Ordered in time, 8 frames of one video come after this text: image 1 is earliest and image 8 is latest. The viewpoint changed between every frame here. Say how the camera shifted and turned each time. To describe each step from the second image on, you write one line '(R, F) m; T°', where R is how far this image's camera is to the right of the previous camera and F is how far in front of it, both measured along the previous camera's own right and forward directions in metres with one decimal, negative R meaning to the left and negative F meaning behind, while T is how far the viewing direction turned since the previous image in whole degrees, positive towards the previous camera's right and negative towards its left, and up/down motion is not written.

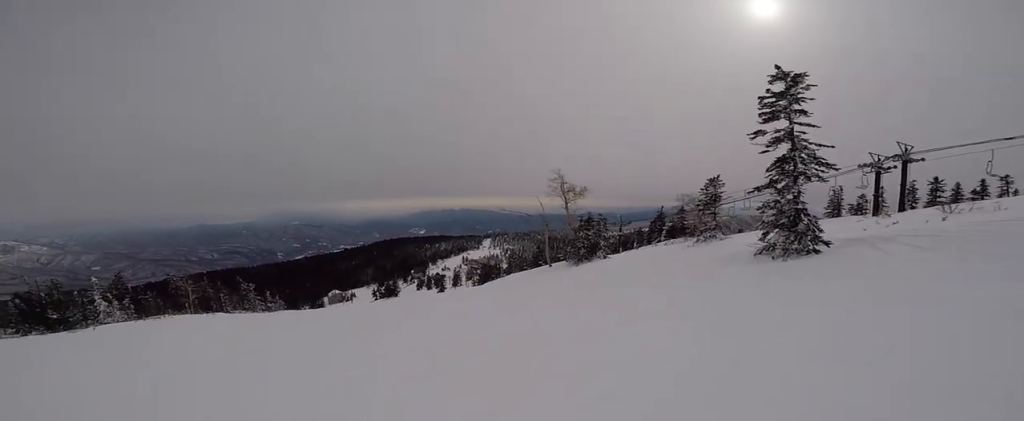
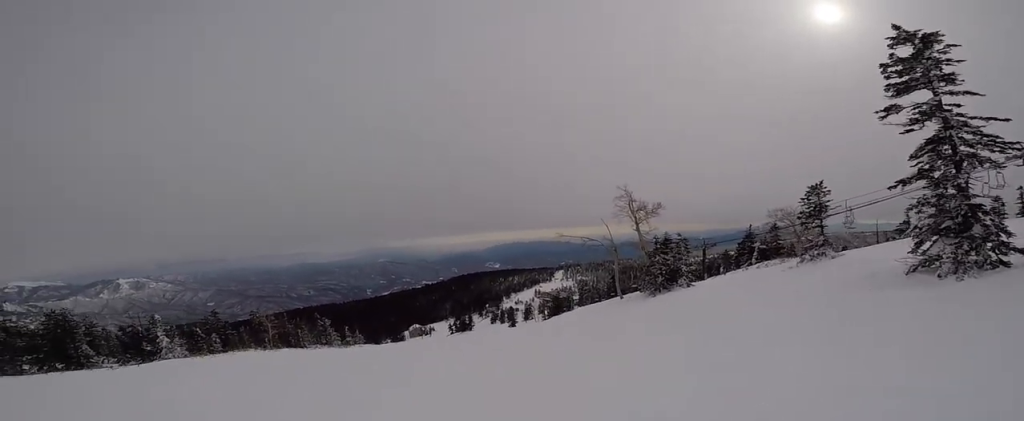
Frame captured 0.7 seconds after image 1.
(-0.6, +3.9) m; -21°
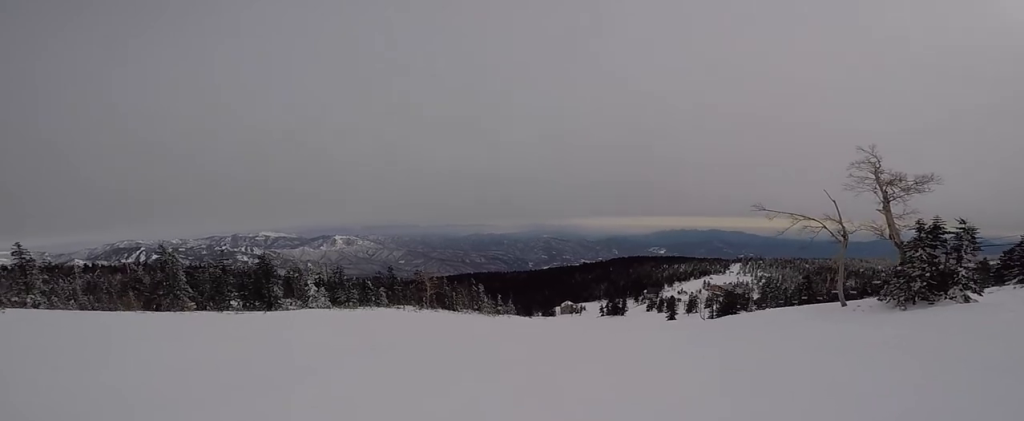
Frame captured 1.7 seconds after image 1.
(-1.5, +5.2) m; -20°
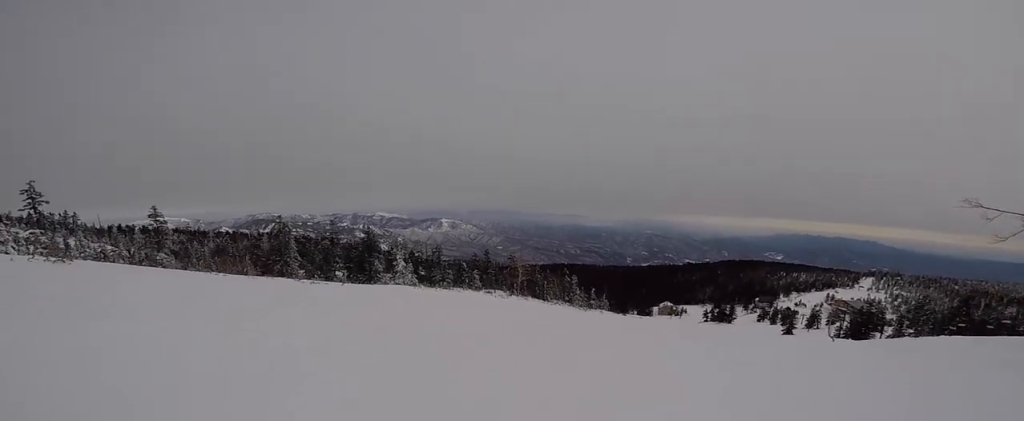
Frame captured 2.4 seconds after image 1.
(-0.3, +3.9) m; -4°
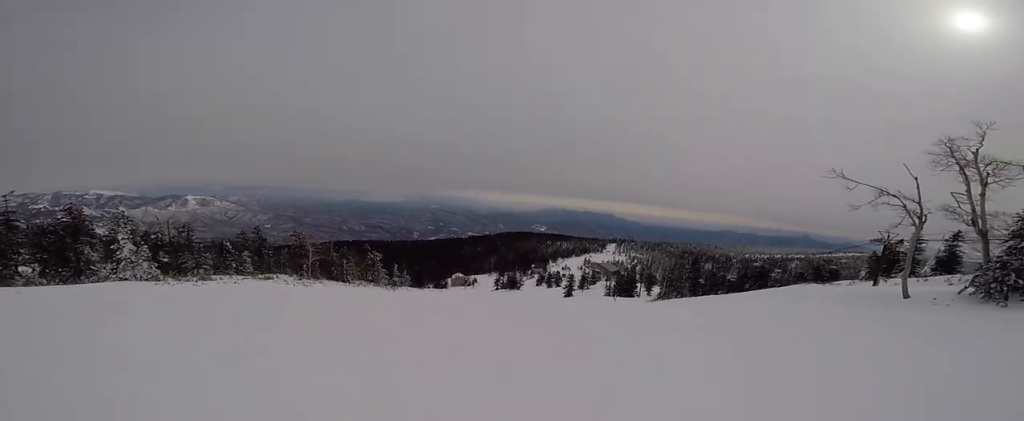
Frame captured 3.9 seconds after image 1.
(-0.1, +8.1) m; +5°
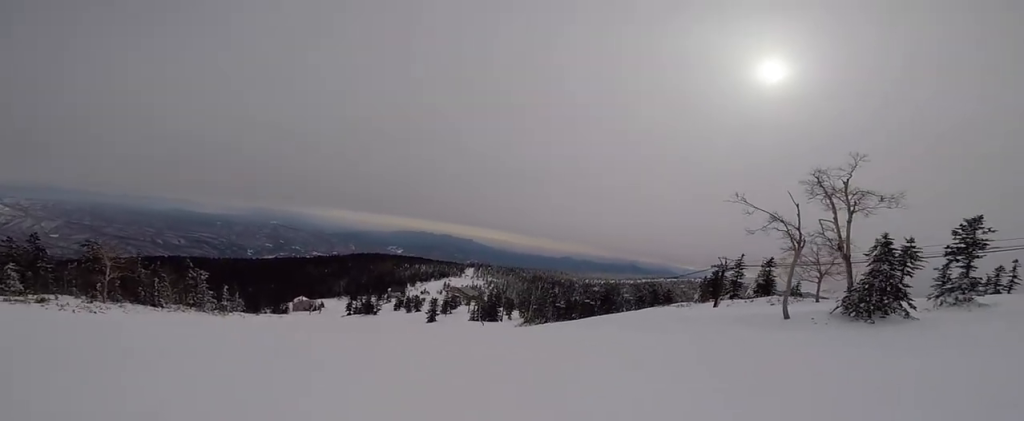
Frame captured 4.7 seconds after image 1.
(-0.1, +4.3) m; +16°
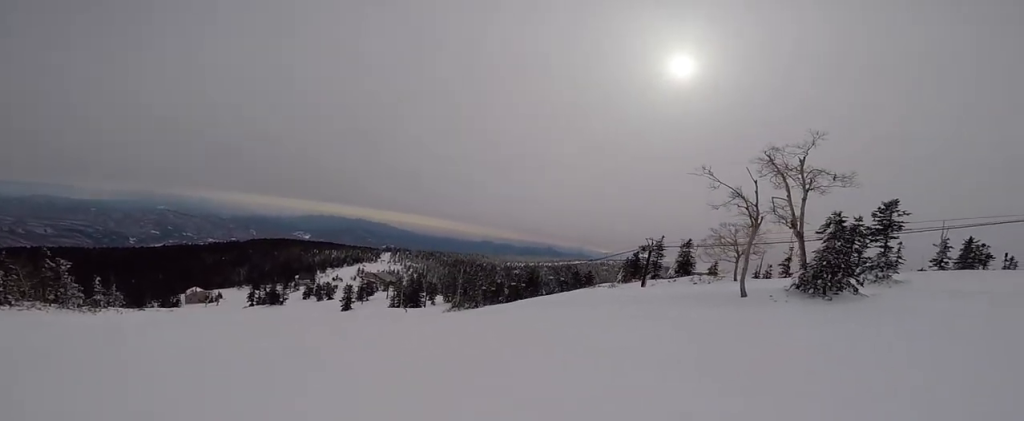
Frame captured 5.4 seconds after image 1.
(+0.9, +3.6) m; +20°
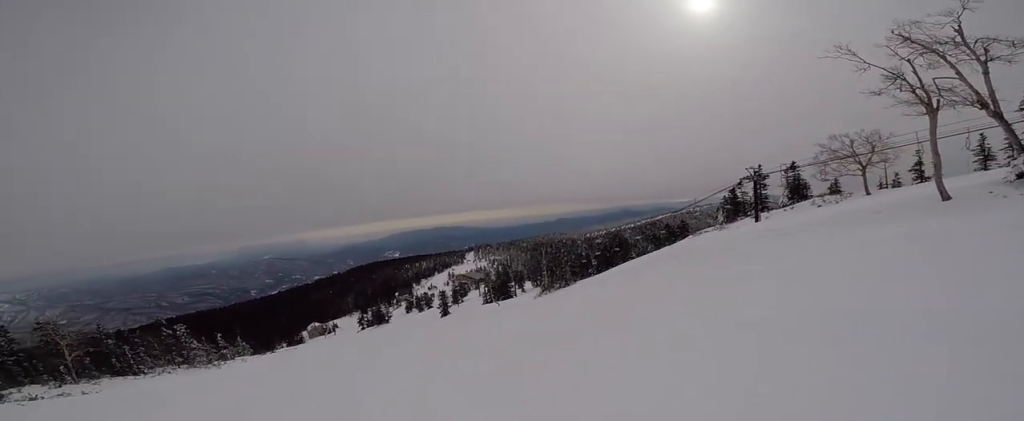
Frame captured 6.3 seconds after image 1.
(+1.2, +5.1) m; +15°
